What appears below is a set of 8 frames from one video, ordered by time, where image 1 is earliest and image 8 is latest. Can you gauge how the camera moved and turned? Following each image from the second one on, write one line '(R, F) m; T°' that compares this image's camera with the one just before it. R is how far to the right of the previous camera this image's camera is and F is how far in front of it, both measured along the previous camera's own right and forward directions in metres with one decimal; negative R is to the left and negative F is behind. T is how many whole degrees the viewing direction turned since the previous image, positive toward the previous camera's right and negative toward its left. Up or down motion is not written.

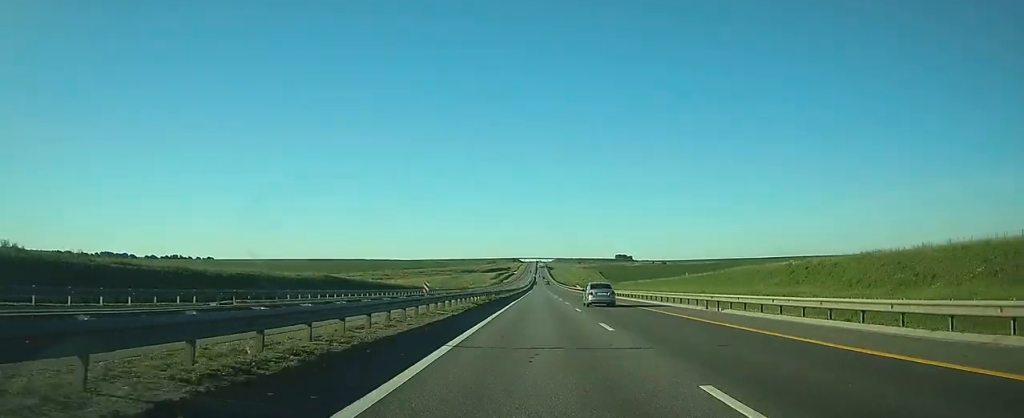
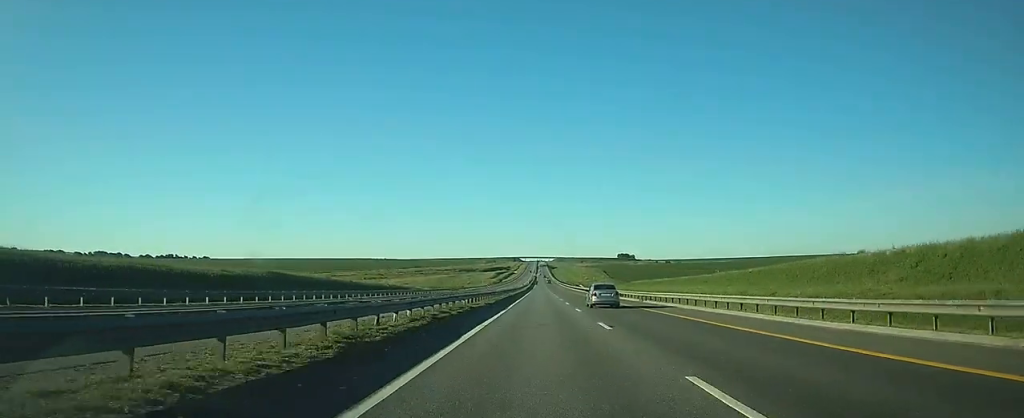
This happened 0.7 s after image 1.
(-0.1, +23.4) m; 0°
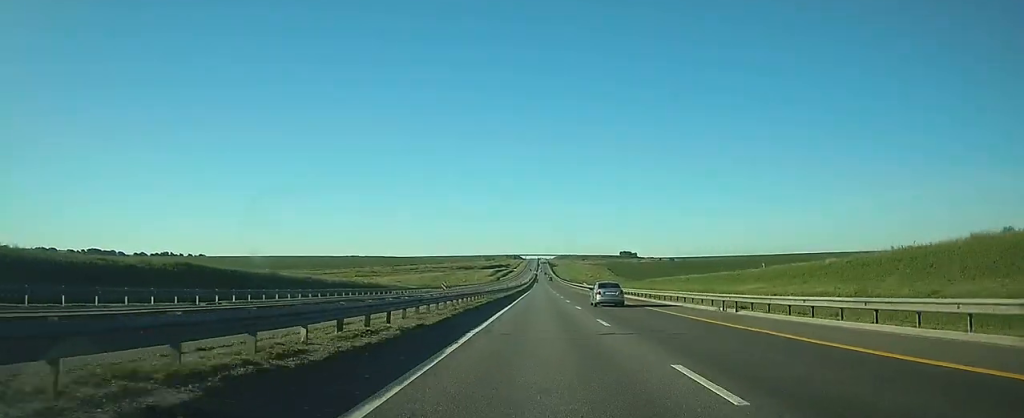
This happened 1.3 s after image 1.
(0.0, +23.3) m; 0°
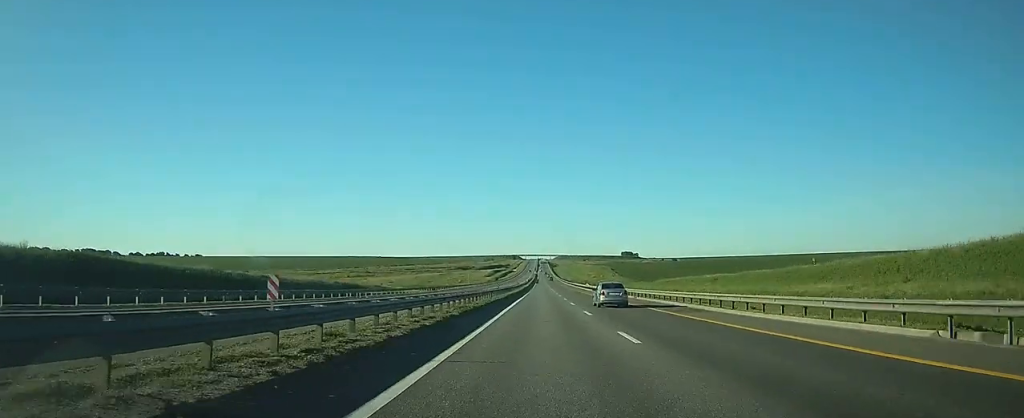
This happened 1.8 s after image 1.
(0.0, +17.5) m; 0°
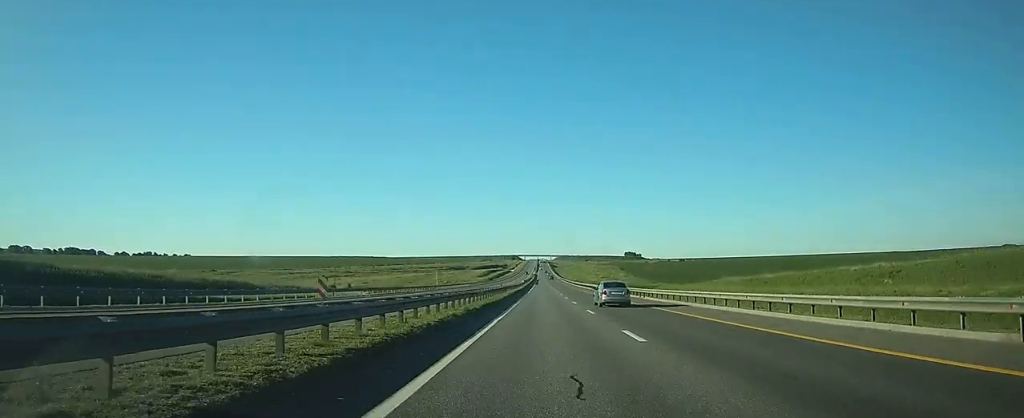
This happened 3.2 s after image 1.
(-0.2, +48.5) m; 0°
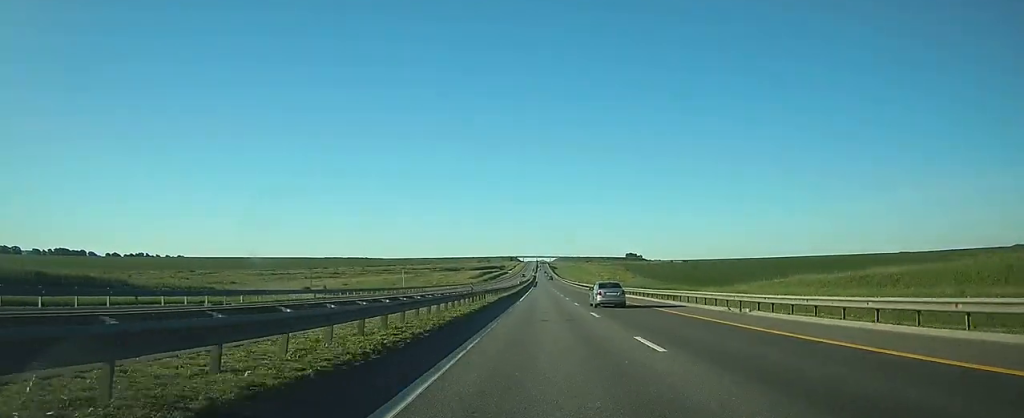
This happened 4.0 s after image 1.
(0.0, +26.4) m; 0°
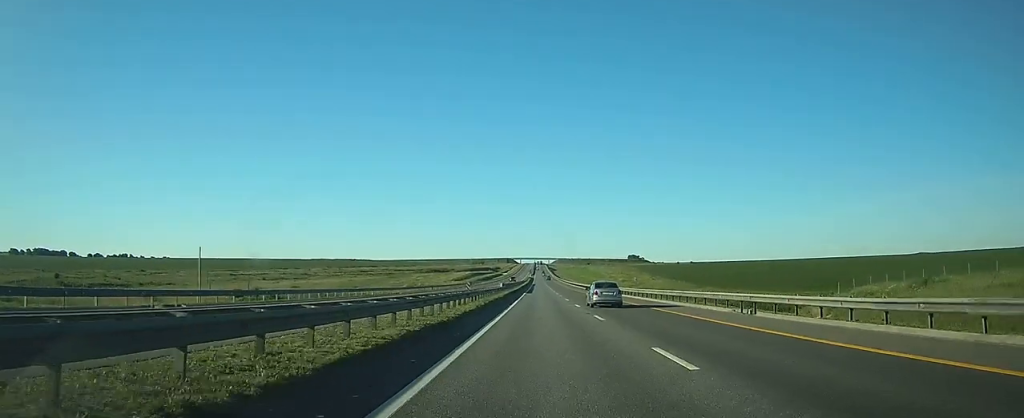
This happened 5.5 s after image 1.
(+0.2, +51.2) m; 0°
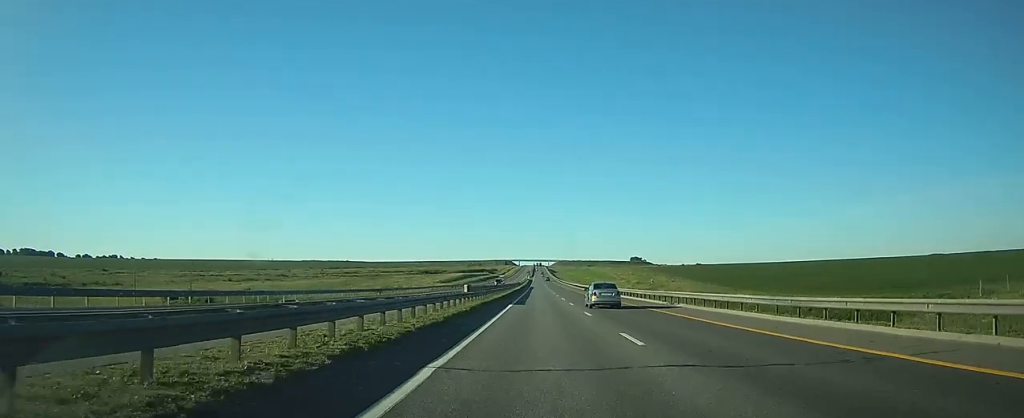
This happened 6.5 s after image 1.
(0.0, +32.7) m; 0°
